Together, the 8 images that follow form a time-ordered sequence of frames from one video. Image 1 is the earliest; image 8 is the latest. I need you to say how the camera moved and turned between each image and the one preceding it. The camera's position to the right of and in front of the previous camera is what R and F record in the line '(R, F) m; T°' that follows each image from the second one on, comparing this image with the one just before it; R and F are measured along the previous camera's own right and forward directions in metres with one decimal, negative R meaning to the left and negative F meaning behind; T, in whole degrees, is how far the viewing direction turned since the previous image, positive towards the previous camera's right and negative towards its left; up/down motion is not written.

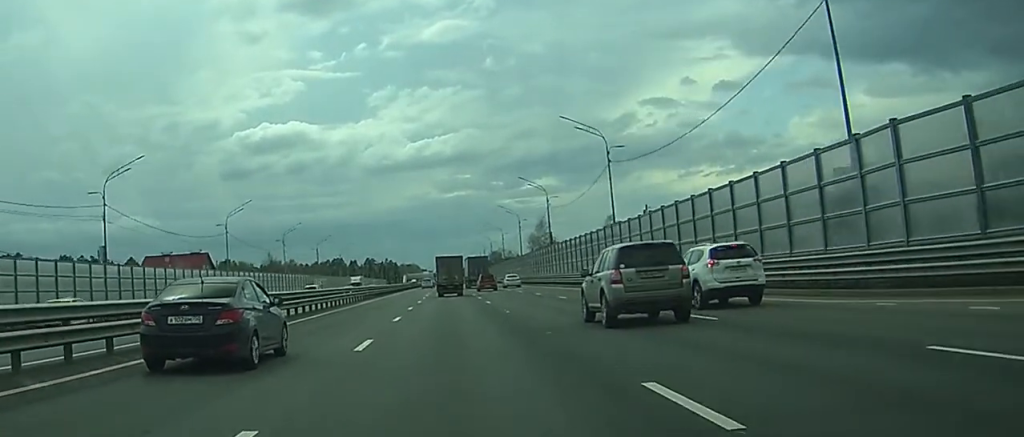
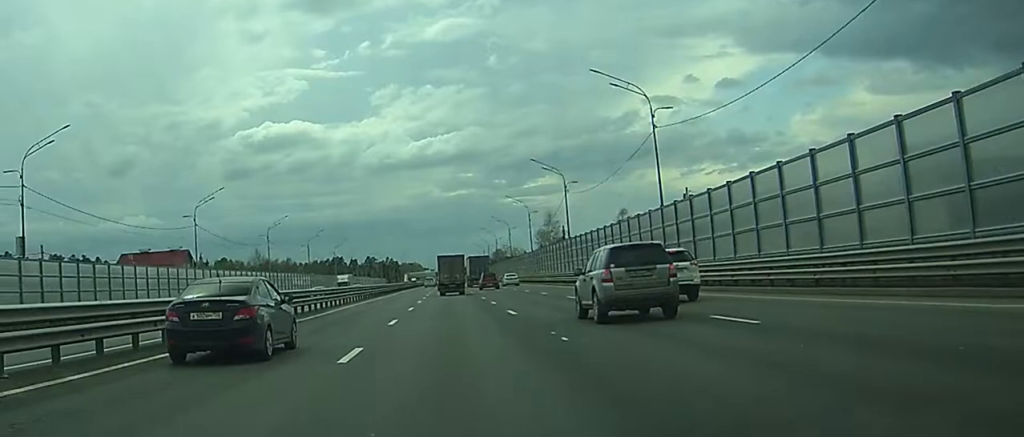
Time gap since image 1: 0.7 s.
(0.0, +14.3) m; 0°
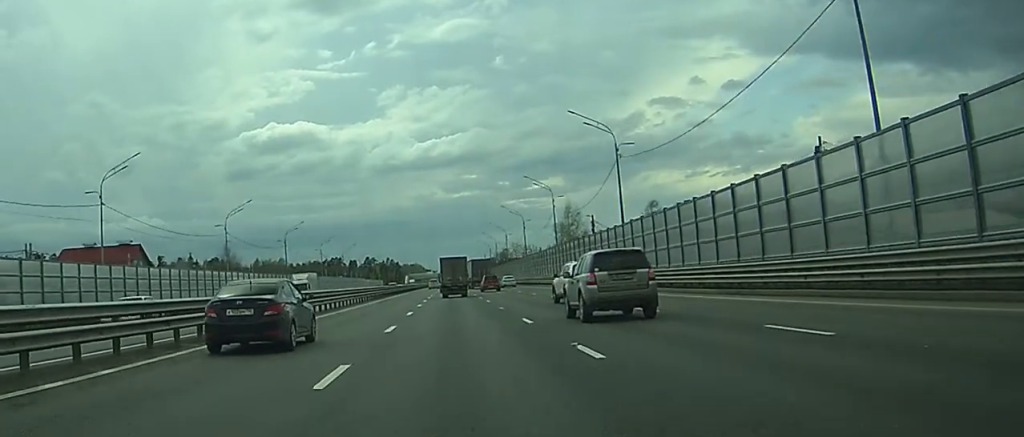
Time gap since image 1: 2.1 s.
(-0.2, +26.7) m; -1°
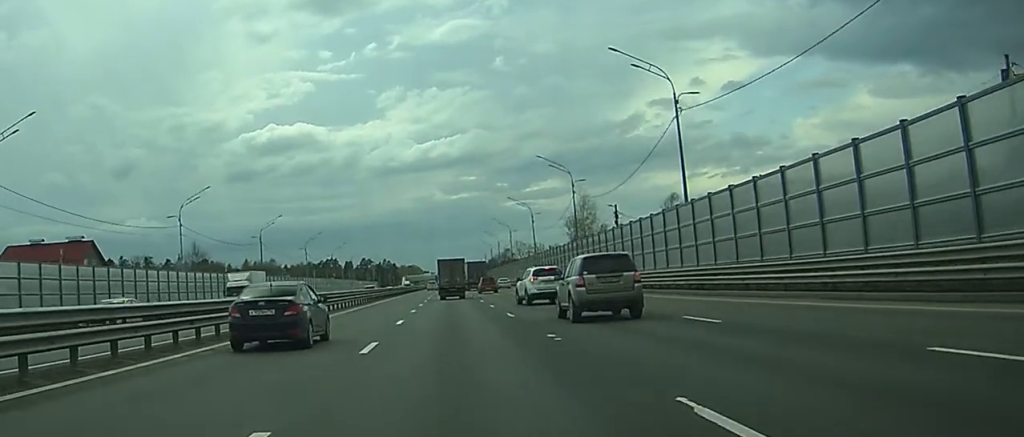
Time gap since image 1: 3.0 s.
(0.0, +17.4) m; 0°
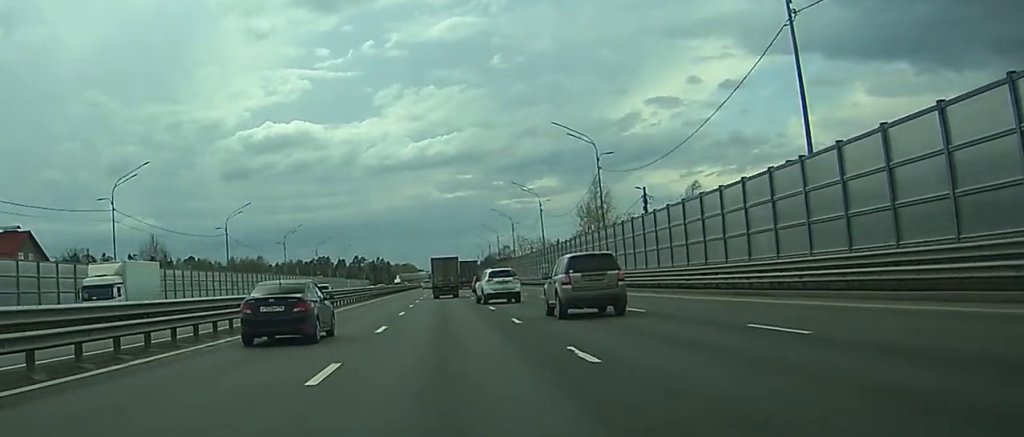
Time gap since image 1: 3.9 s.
(+0.1, +16.8) m; 0°
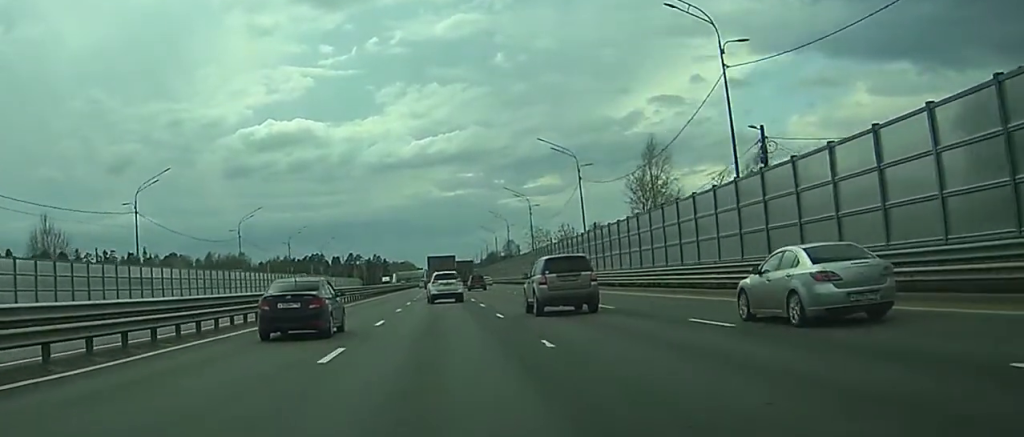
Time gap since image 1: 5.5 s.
(+0.1, +31.5) m; +1°
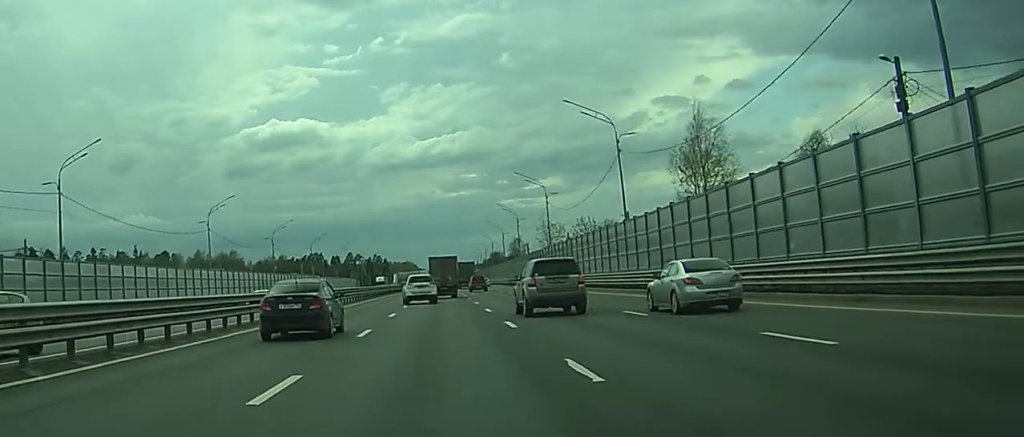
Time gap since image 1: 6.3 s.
(+0.2, +16.1) m; 0°
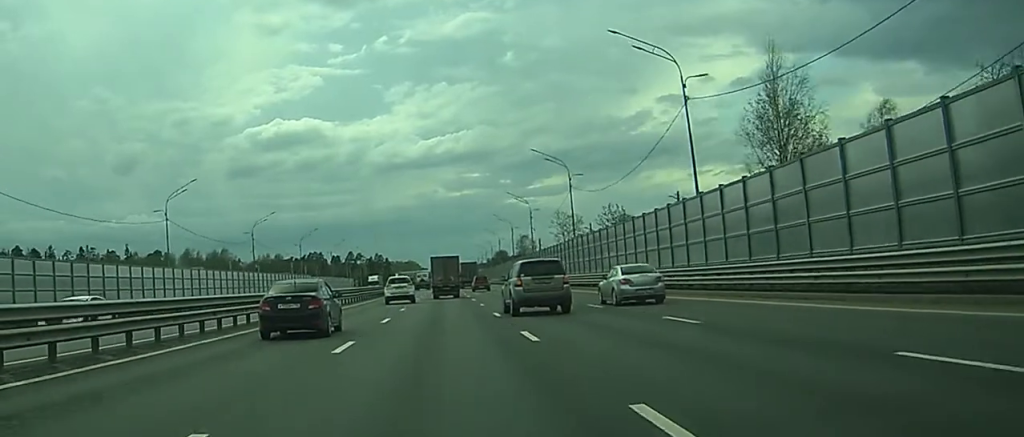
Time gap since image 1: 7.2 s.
(-0.1, +16.1) m; 0°
